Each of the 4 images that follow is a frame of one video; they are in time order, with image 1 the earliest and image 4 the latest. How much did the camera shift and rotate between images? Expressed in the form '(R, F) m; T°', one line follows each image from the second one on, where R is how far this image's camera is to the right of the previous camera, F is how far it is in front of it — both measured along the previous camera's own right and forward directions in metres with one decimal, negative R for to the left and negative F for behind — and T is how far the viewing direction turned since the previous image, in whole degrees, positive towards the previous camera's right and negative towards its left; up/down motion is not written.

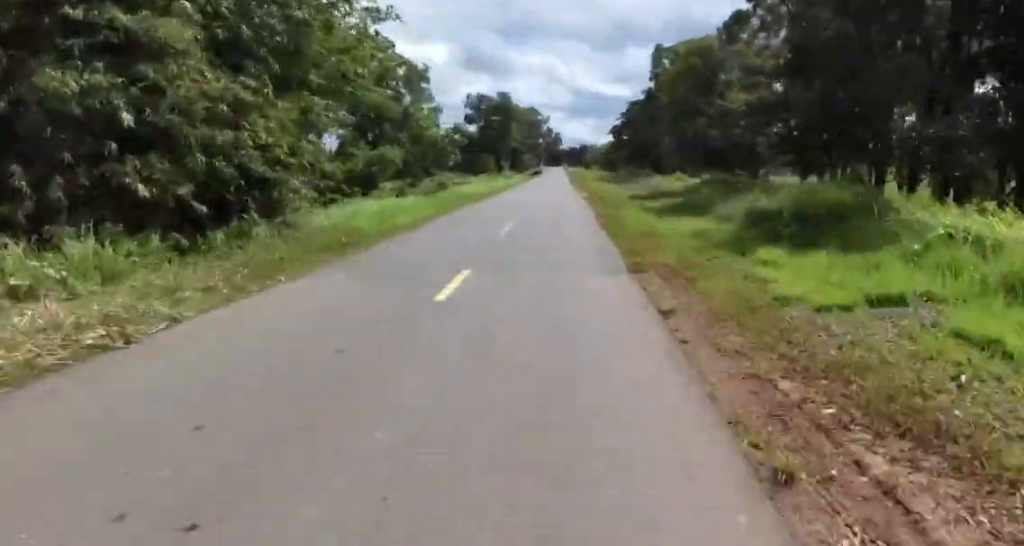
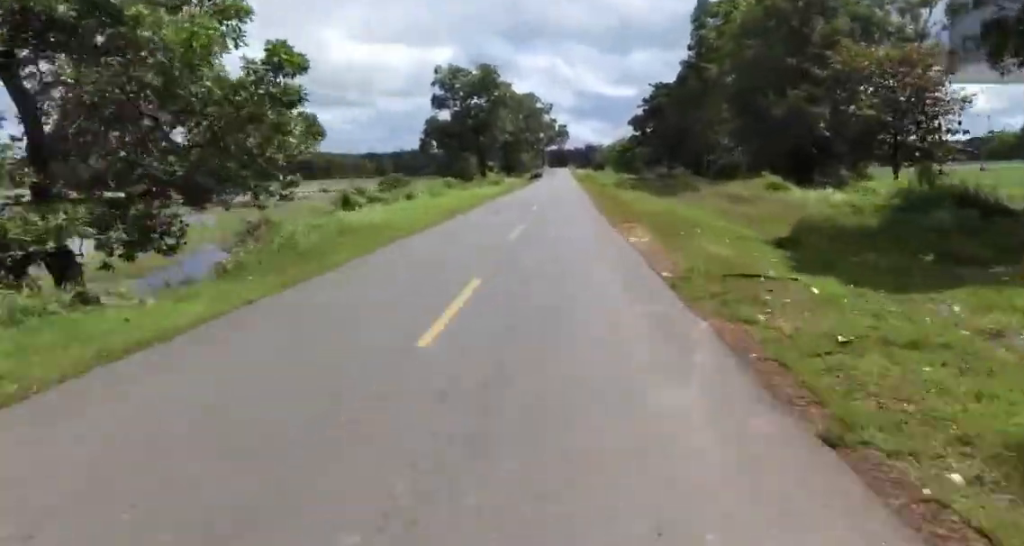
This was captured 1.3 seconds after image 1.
(0.0, +27.1) m; +1°
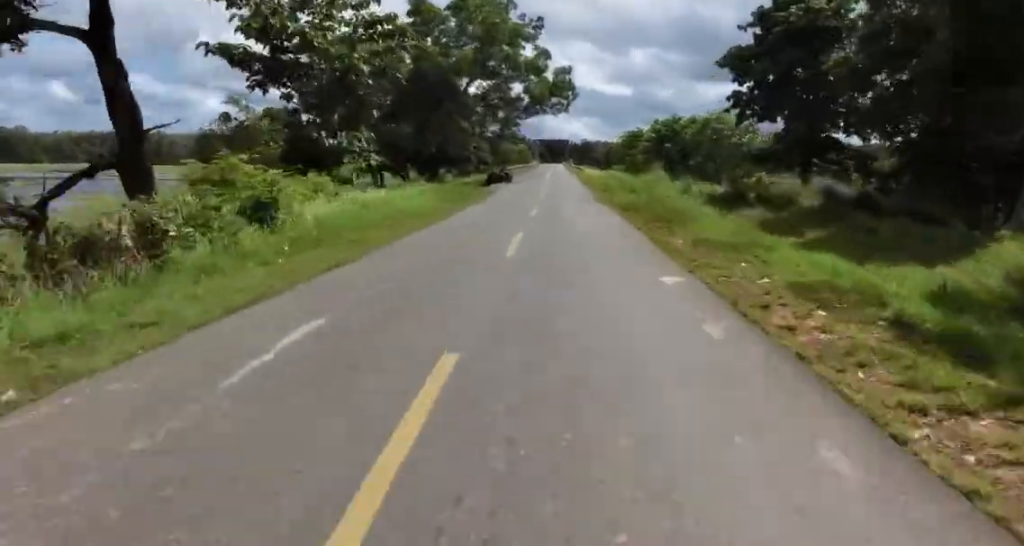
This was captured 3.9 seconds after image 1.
(+1.7, +51.8) m; +2°
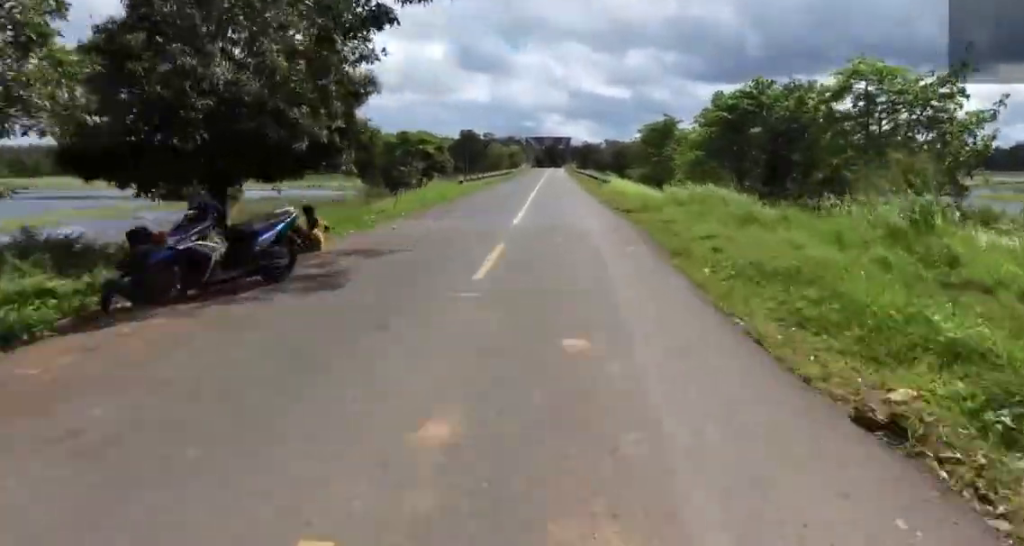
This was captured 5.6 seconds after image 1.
(+1.5, +32.8) m; +3°
